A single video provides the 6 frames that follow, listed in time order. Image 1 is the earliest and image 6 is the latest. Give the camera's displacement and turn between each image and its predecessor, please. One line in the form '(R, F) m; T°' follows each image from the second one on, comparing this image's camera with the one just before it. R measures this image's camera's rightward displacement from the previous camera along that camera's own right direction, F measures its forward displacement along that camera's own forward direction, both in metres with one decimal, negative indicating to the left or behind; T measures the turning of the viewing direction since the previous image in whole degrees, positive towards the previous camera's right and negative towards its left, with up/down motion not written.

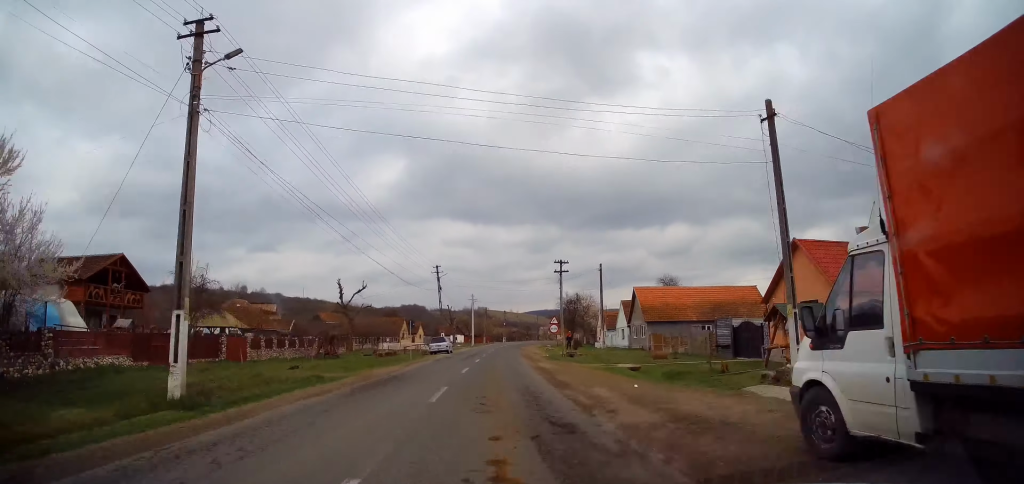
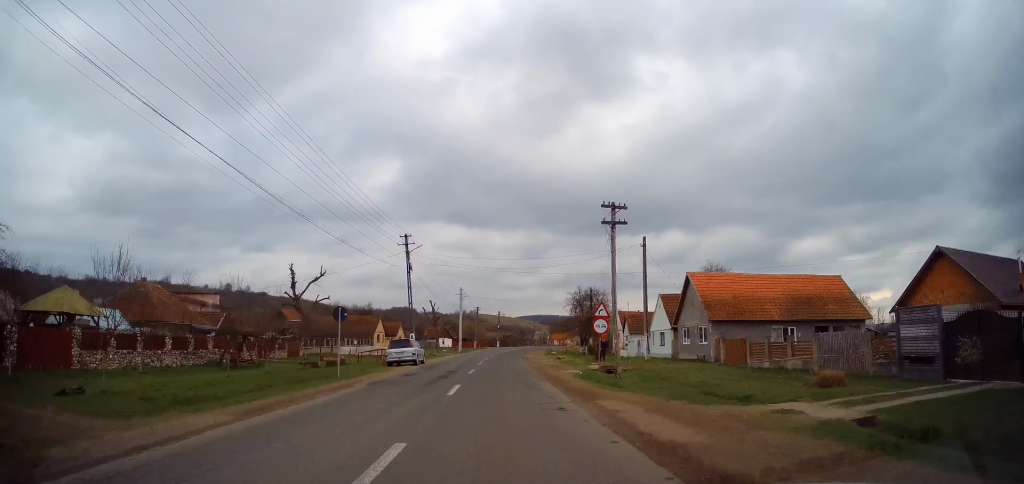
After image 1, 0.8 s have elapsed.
(+0.3, +16.4) m; +1°
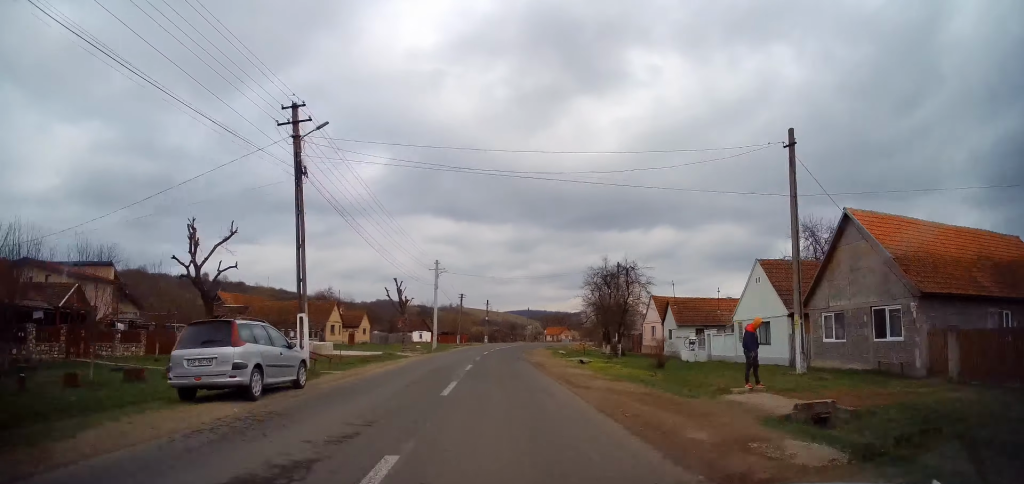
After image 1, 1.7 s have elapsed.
(+0.2, +19.0) m; +2°
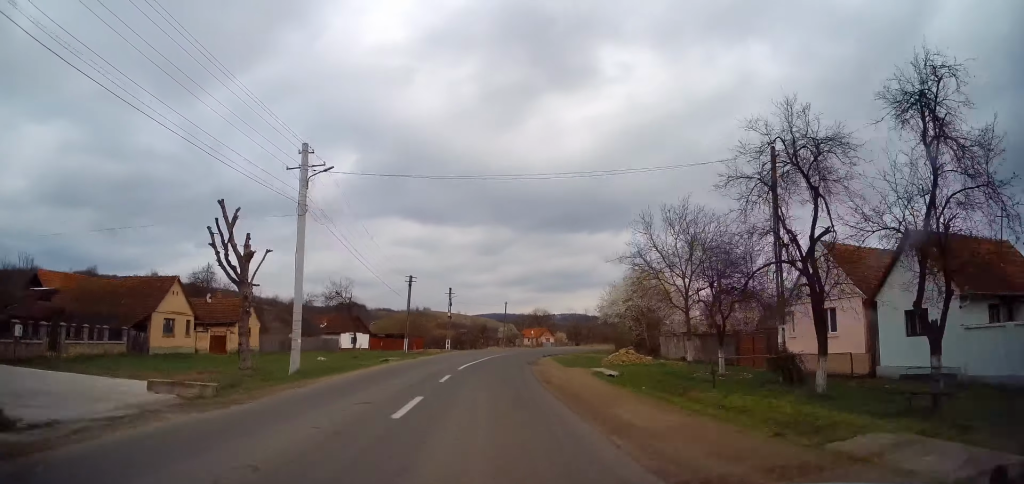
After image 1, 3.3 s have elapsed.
(+0.8, +30.3) m; +3°
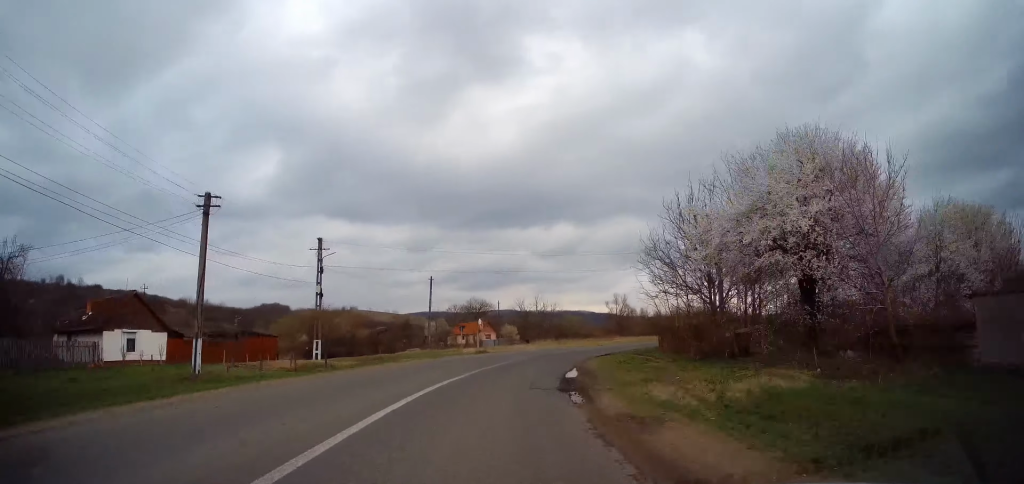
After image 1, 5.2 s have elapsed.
(+1.6, +34.8) m; +10°
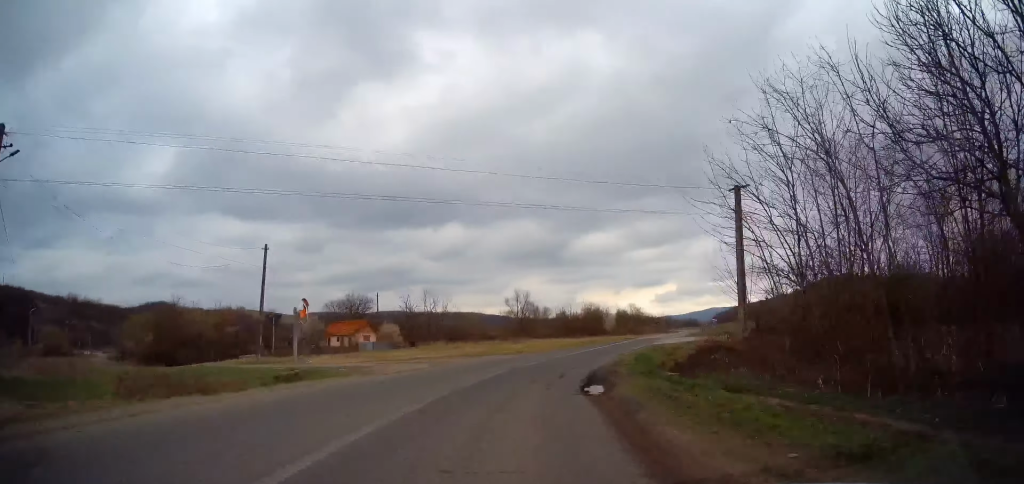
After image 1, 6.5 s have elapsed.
(+2.3, +21.1) m; +11°
